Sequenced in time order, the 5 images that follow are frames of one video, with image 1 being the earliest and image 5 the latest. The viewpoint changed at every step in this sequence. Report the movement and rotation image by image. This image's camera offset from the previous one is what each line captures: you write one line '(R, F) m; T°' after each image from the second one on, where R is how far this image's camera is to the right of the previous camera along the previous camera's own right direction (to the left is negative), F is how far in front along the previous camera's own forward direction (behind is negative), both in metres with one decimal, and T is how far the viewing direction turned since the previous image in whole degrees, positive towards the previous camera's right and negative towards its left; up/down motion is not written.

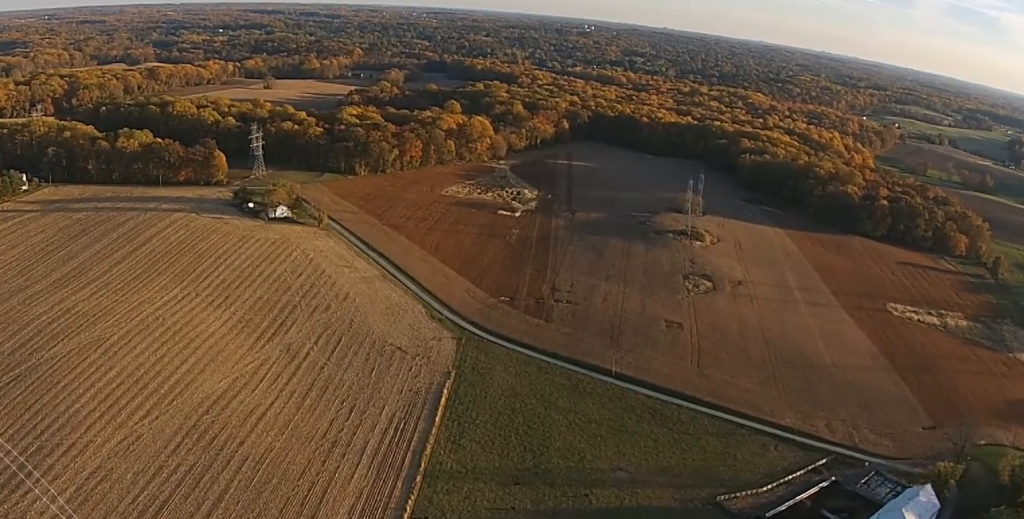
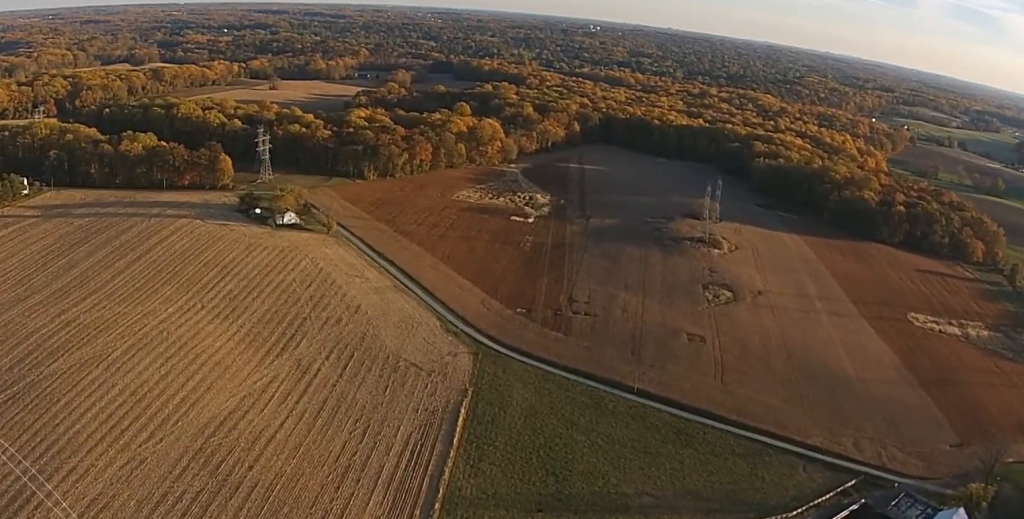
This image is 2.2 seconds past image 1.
(+0.1, +14.9) m; 0°
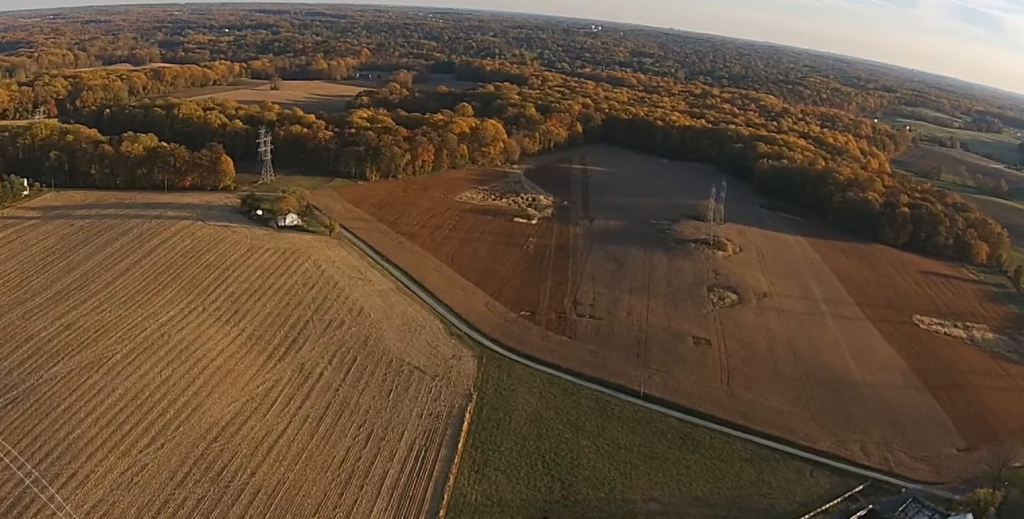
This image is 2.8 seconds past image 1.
(0.0, +3.8) m; 0°
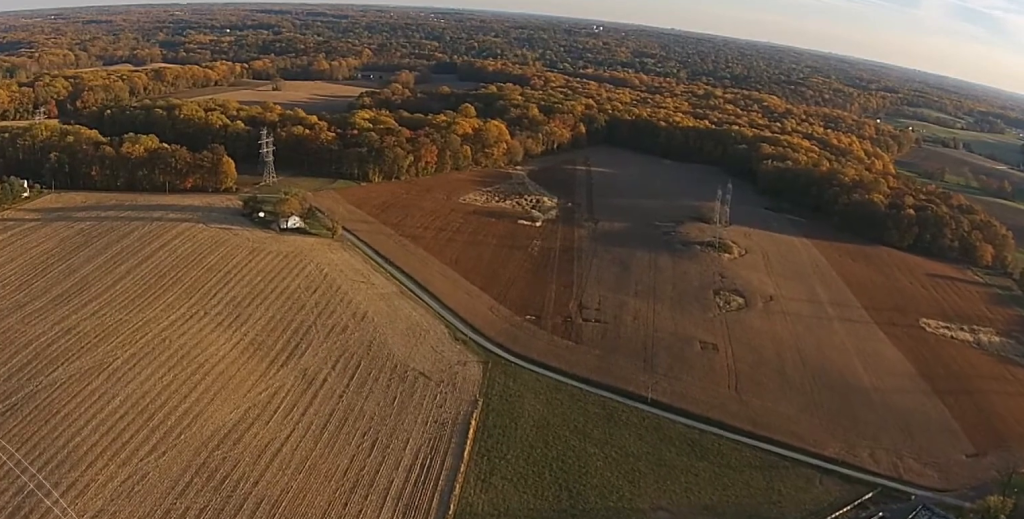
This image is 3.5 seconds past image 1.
(0.0, +4.9) m; 0°
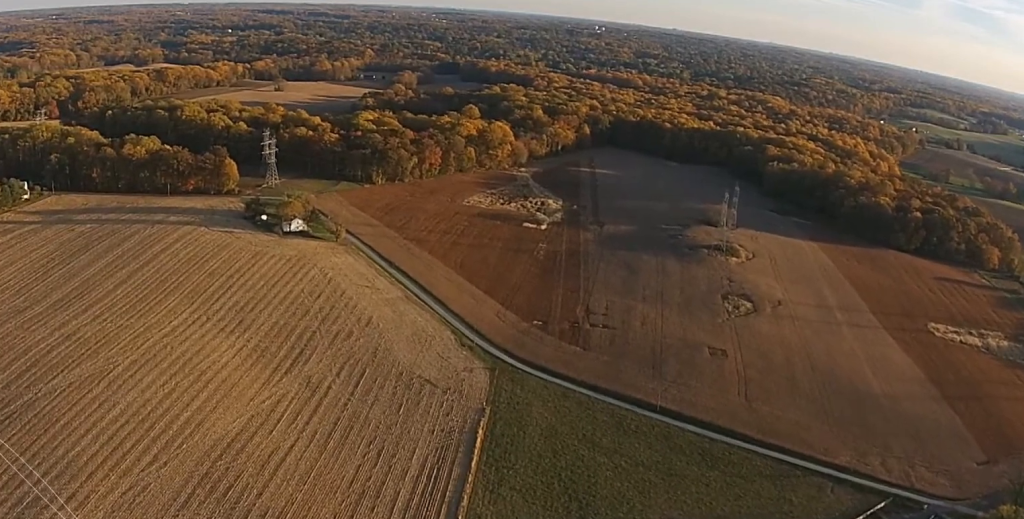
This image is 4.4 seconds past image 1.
(0.0, +6.0) m; 0°
